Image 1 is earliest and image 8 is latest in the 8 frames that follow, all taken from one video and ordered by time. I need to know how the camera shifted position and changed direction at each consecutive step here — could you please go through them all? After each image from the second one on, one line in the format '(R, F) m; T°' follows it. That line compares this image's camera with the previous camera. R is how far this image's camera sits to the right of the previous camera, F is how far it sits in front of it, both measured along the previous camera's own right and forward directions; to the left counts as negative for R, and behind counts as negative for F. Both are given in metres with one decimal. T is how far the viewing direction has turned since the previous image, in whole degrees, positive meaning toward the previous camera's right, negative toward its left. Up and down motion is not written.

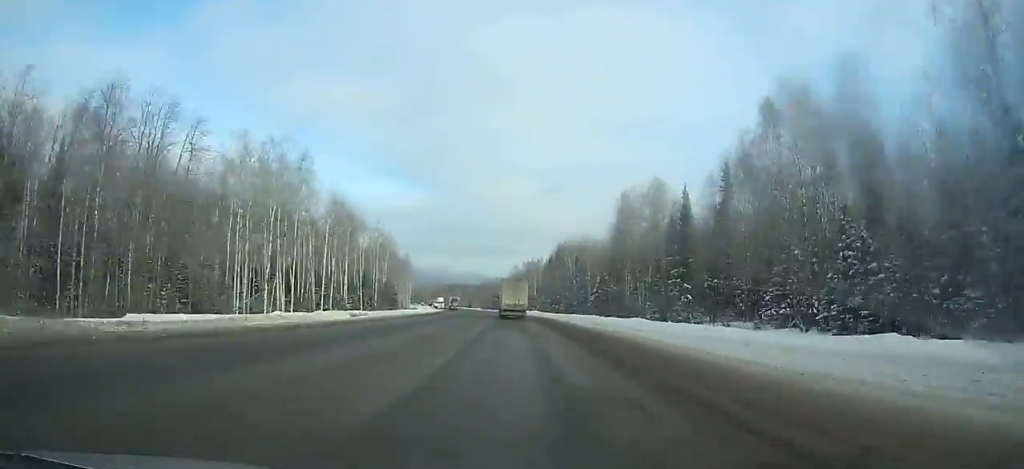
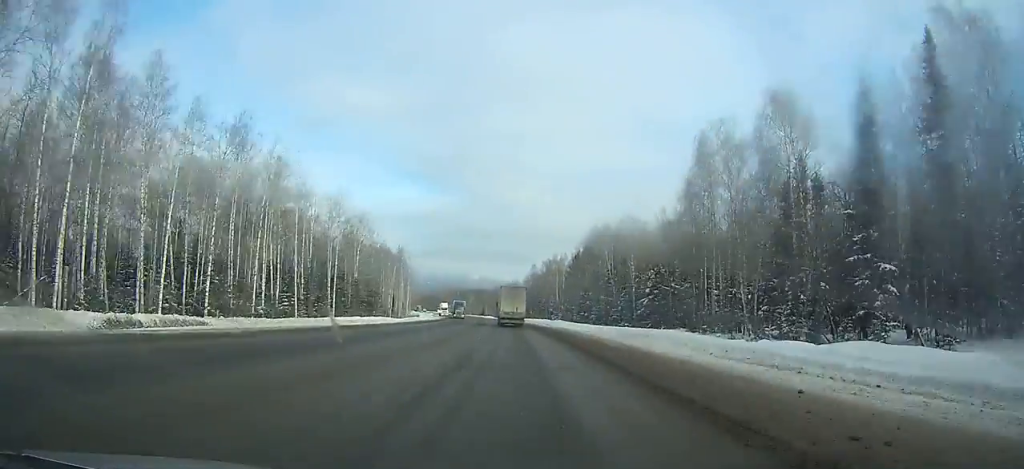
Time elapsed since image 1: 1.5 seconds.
(-0.3, +35.8) m; -2°
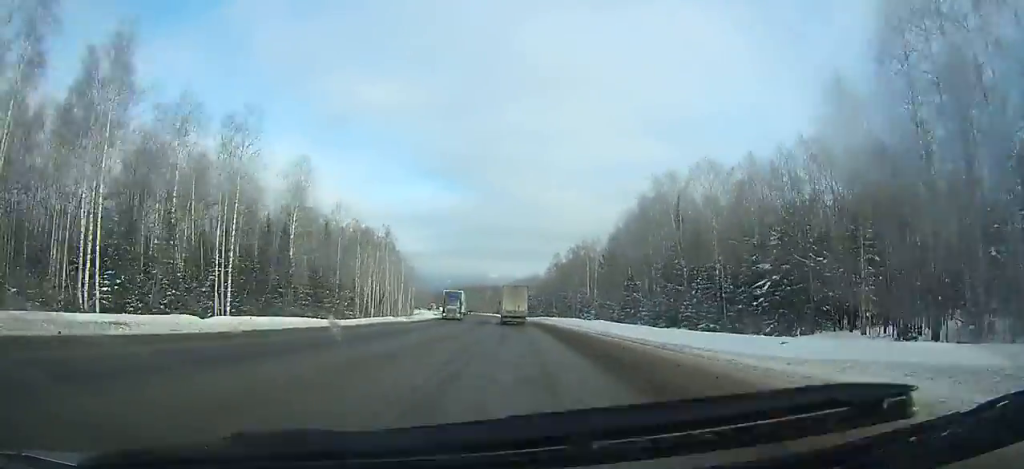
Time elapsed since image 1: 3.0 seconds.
(-1.0, +35.8) m; -1°
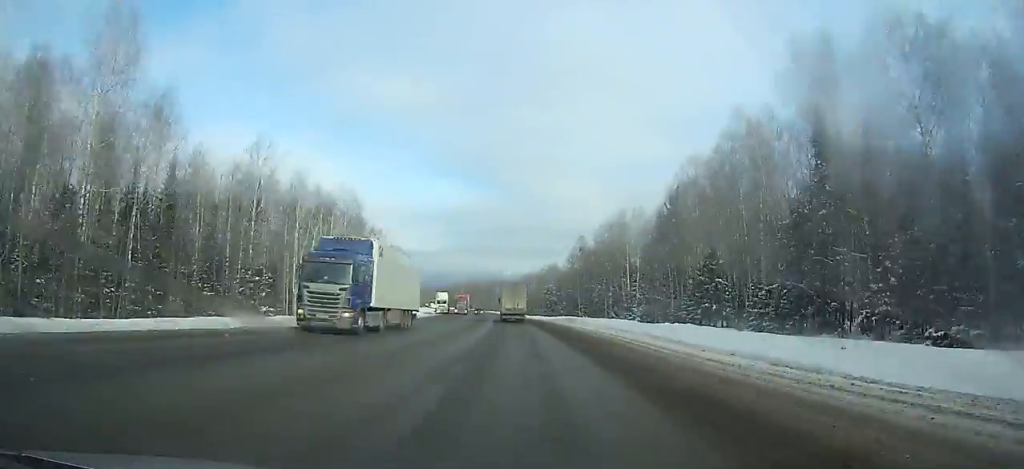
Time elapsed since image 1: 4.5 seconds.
(-0.4, +35.8) m; -2°
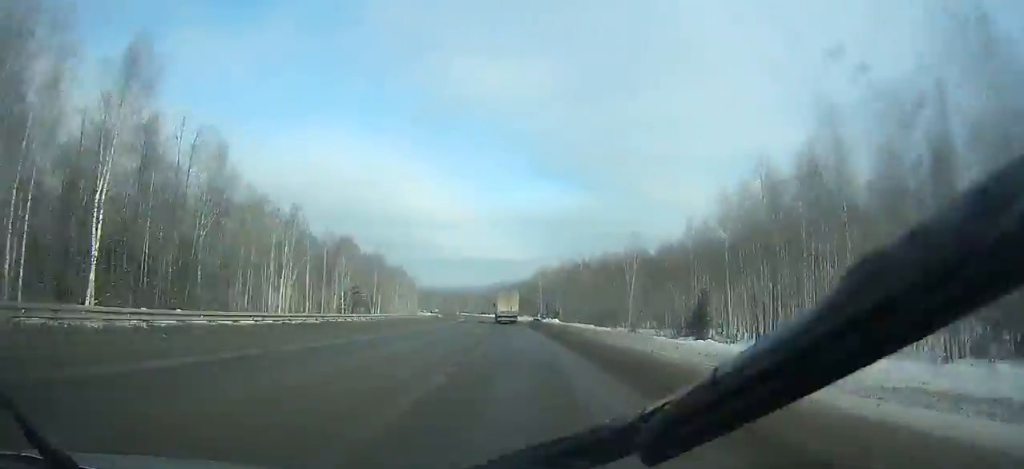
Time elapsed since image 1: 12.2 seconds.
(-16.1, +182.8) m; -10°
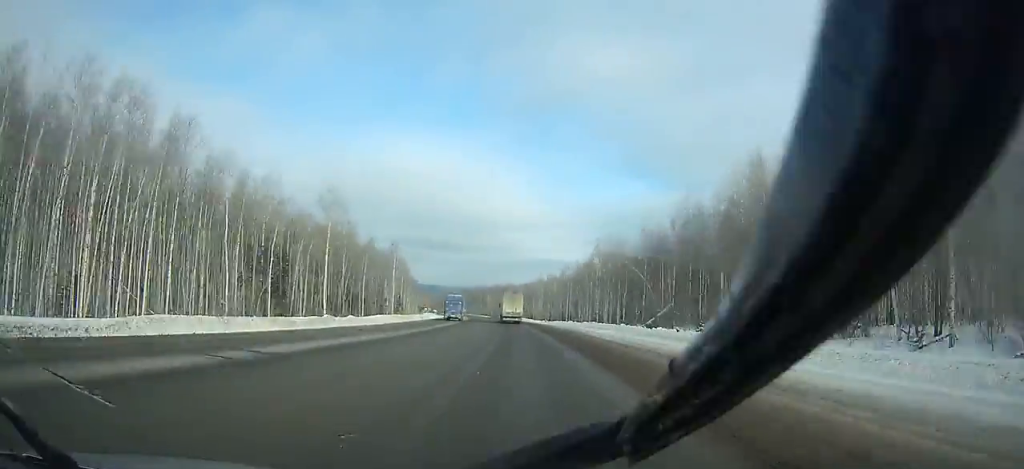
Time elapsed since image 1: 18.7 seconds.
(-9.3, +153.3) m; -7°
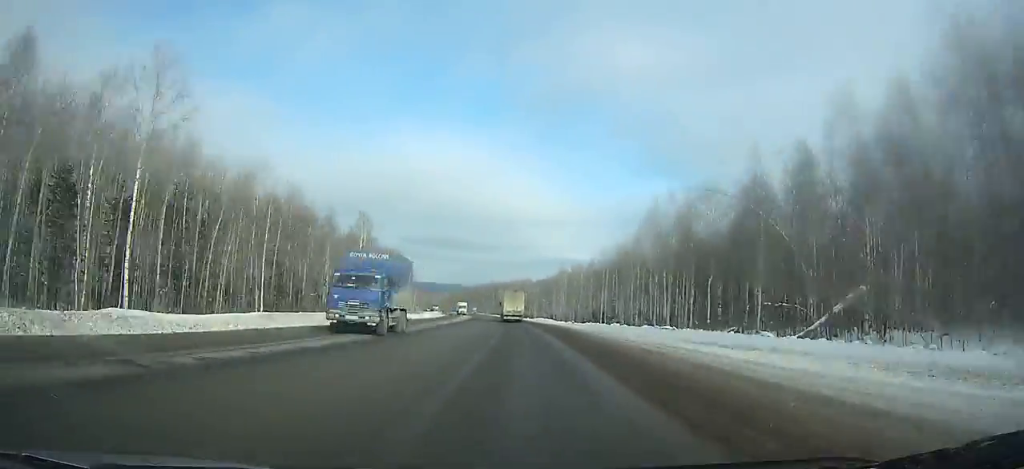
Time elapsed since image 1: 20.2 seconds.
(-0.7, +35.5) m; -2°
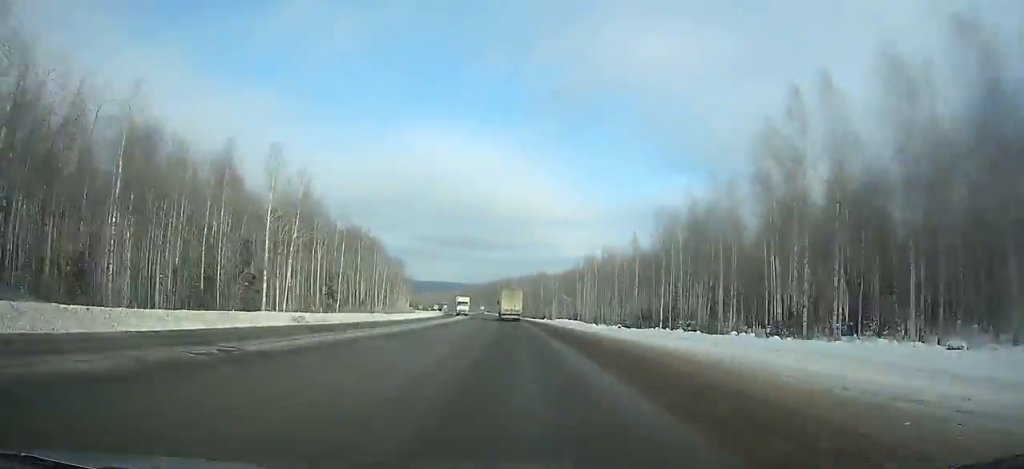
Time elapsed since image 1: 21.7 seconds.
(-0.3, +35.4) m; -2°
